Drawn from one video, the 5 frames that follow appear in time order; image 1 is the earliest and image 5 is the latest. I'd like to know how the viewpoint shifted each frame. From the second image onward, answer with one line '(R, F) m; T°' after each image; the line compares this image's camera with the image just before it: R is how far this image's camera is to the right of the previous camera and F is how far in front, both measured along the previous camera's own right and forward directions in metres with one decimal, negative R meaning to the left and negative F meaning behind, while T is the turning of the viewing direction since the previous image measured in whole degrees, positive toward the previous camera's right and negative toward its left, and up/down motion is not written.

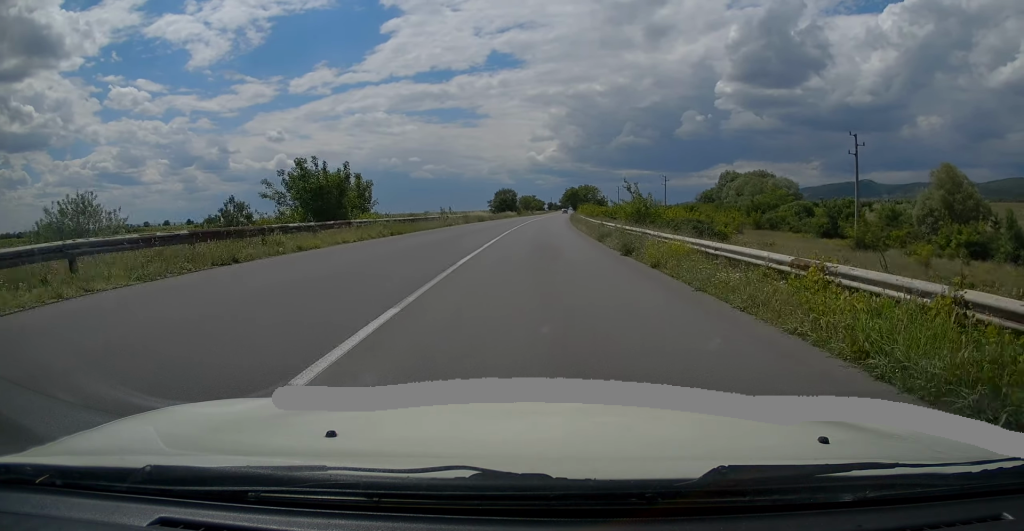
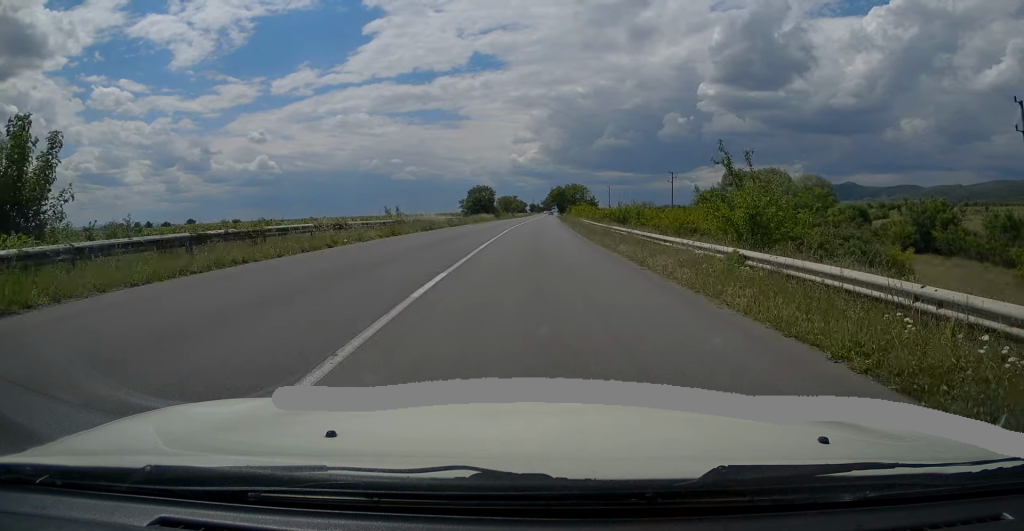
(+0.4, +22.6) m; +2°
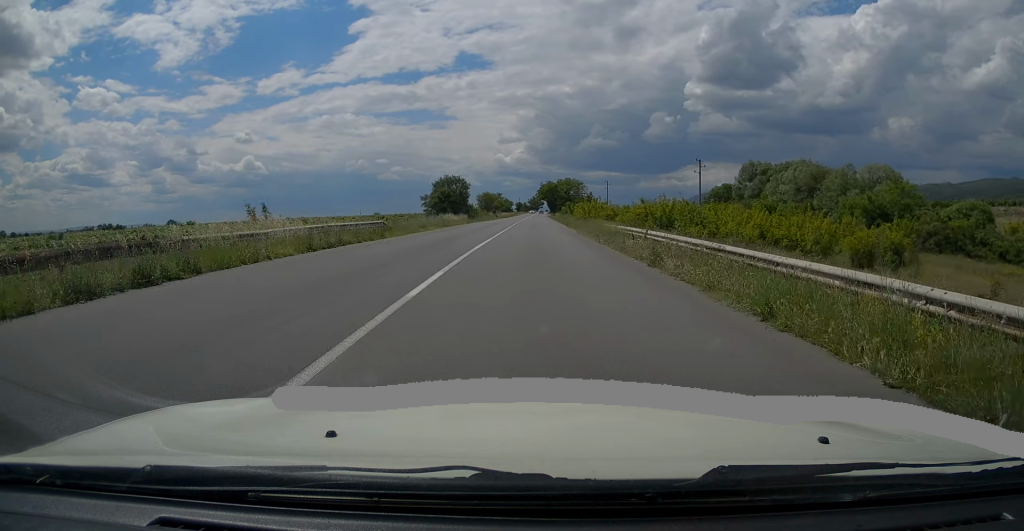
(+0.5, +26.6) m; +1°
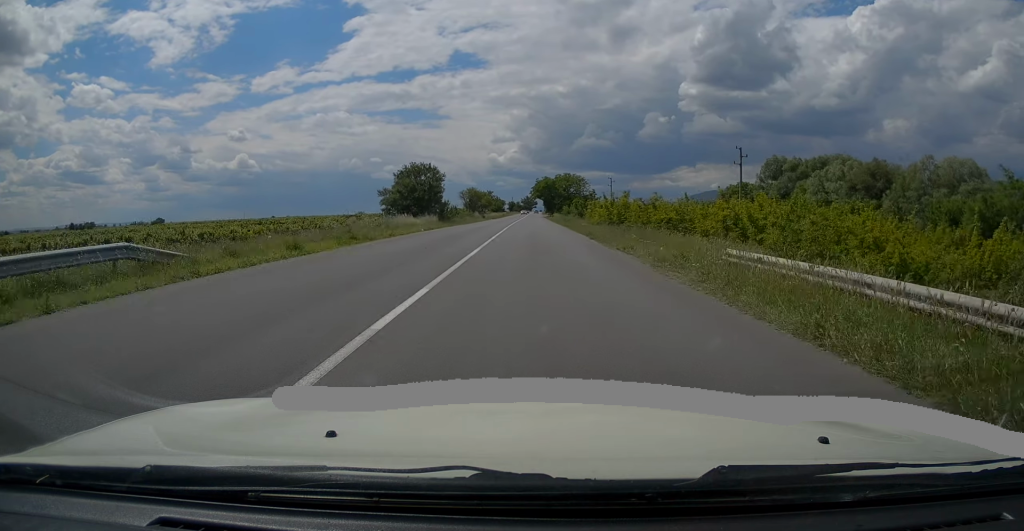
(-0.1, +19.9) m; 0°
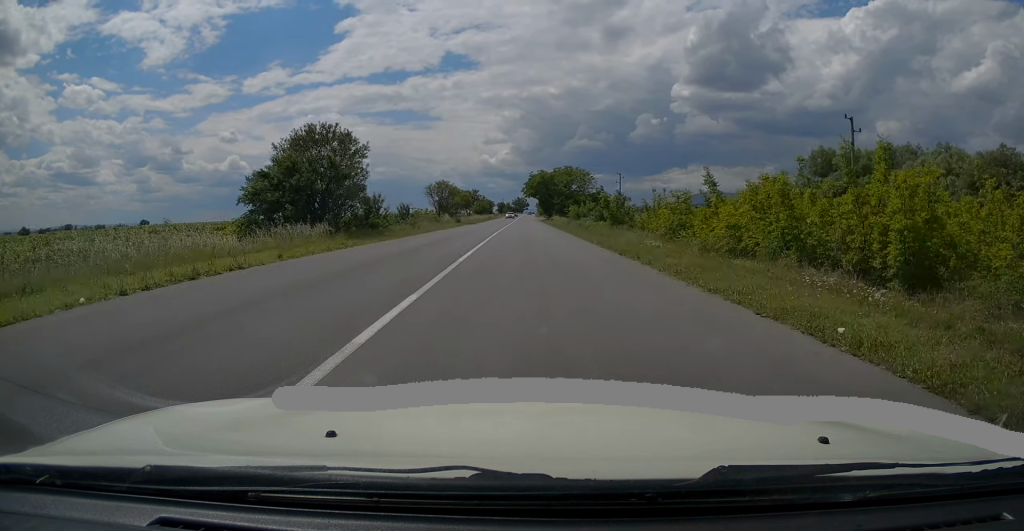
(+0.2, +27.2) m; +1°
